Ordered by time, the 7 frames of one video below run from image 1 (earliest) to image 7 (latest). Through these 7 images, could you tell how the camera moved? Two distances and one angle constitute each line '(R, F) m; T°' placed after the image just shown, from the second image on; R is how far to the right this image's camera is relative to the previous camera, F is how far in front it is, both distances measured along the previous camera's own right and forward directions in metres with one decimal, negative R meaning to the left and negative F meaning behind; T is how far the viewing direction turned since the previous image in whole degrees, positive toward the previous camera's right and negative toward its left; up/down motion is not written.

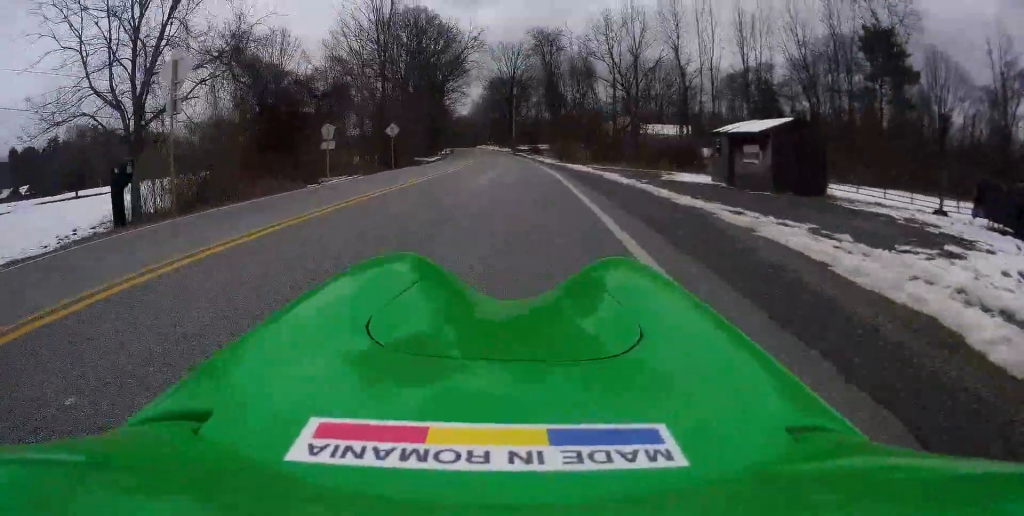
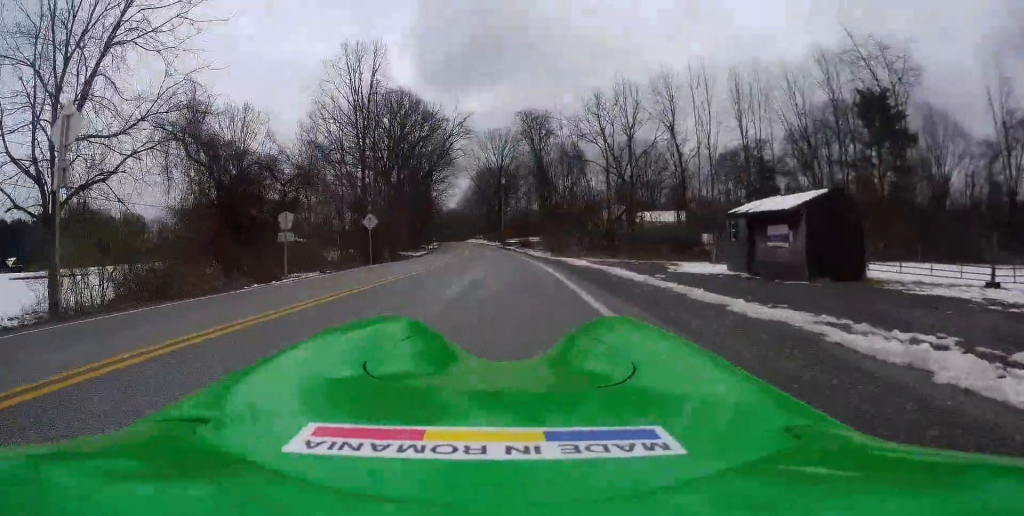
(+0.2, +3.7) m; -1°
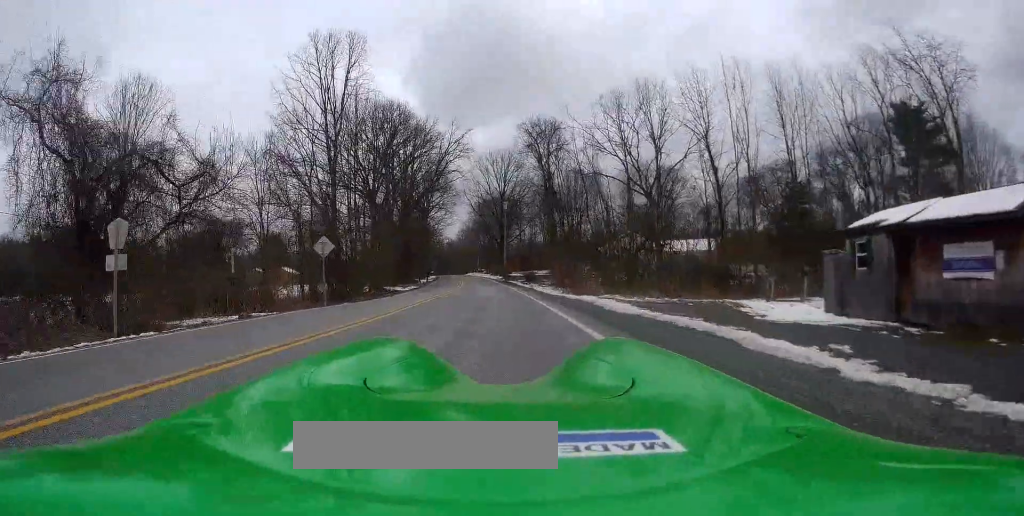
(-0.2, +9.2) m; 0°
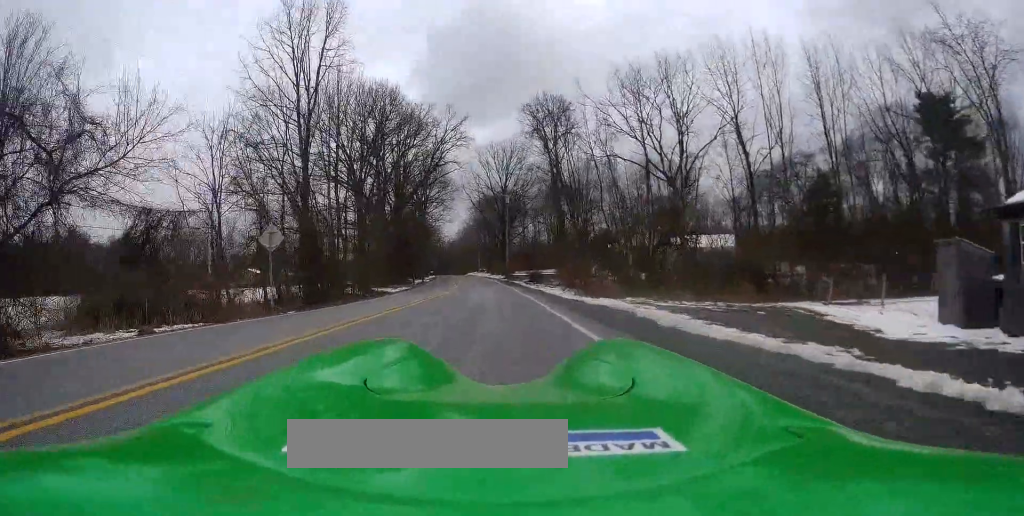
(-0.4, +5.9) m; +4°
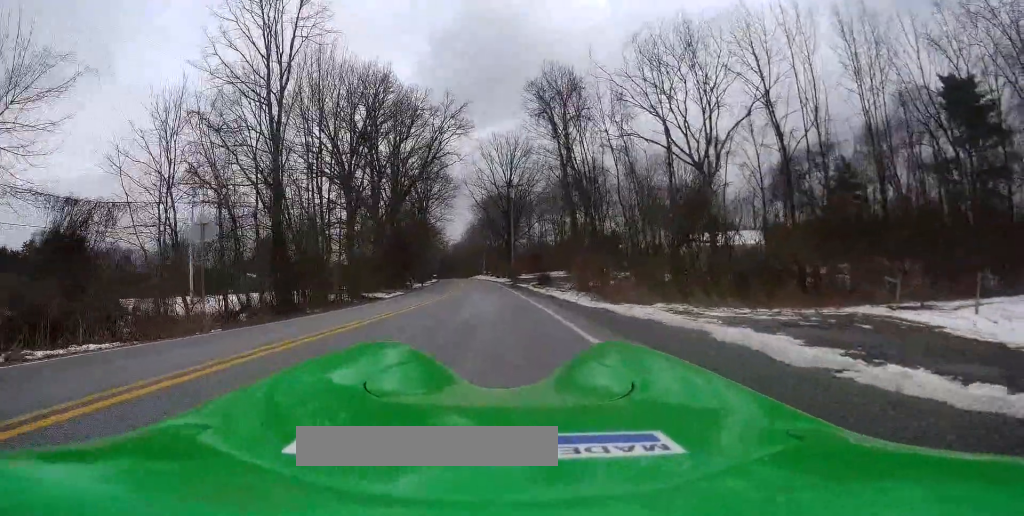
(+0.9, +4.4) m; +4°
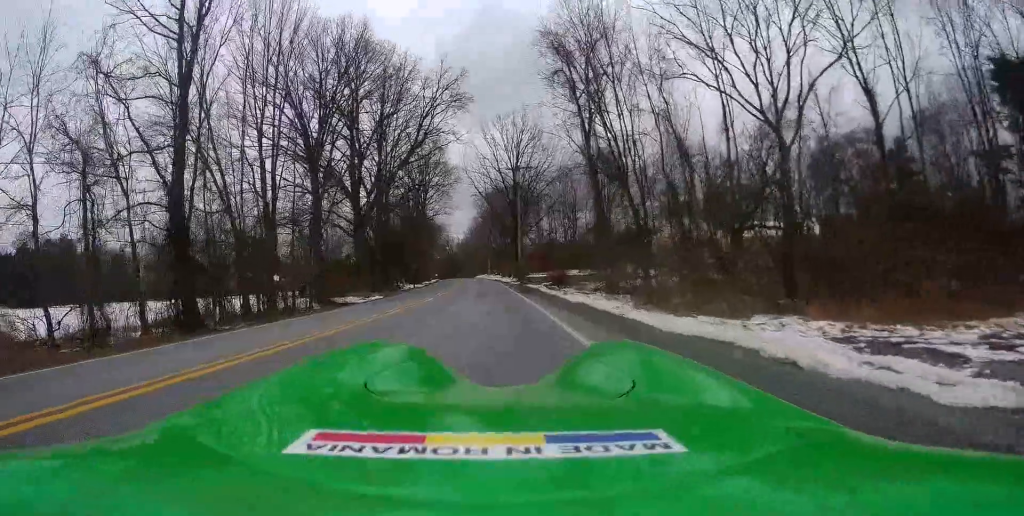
(-0.5, +10.0) m; -5°
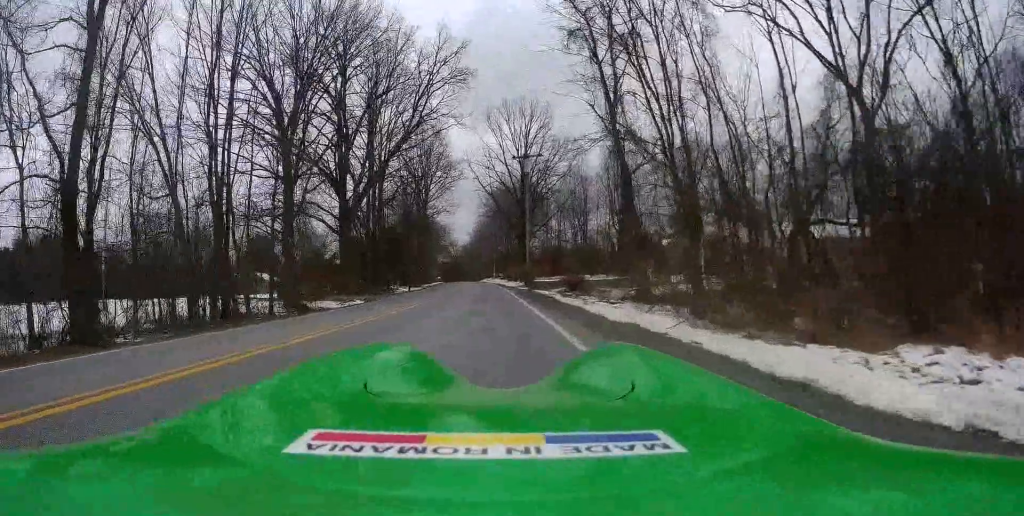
(-0.1, +7.1) m; -1°
